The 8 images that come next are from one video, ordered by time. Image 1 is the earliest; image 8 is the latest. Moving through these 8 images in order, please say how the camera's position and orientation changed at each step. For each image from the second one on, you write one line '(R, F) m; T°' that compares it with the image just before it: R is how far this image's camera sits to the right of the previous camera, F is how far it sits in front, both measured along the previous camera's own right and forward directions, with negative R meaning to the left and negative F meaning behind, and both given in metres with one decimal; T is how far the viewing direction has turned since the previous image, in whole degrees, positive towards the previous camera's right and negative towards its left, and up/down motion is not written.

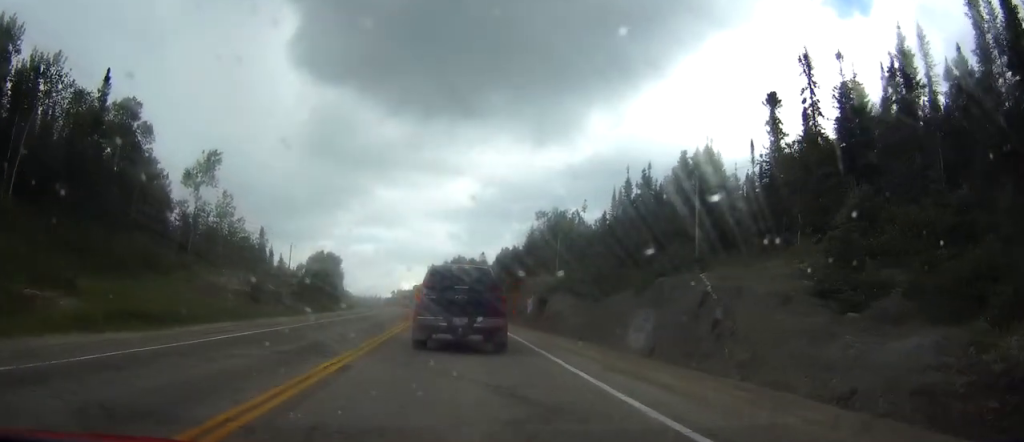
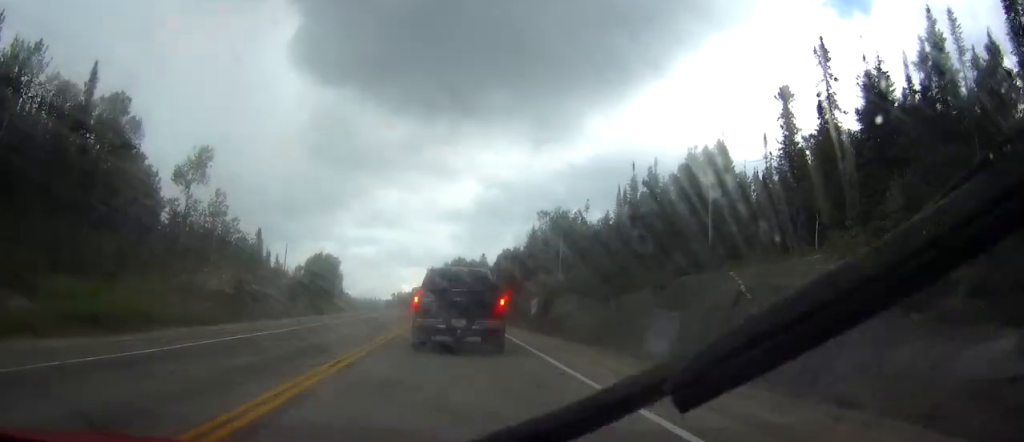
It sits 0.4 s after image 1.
(0.0, +2.8) m; 0°
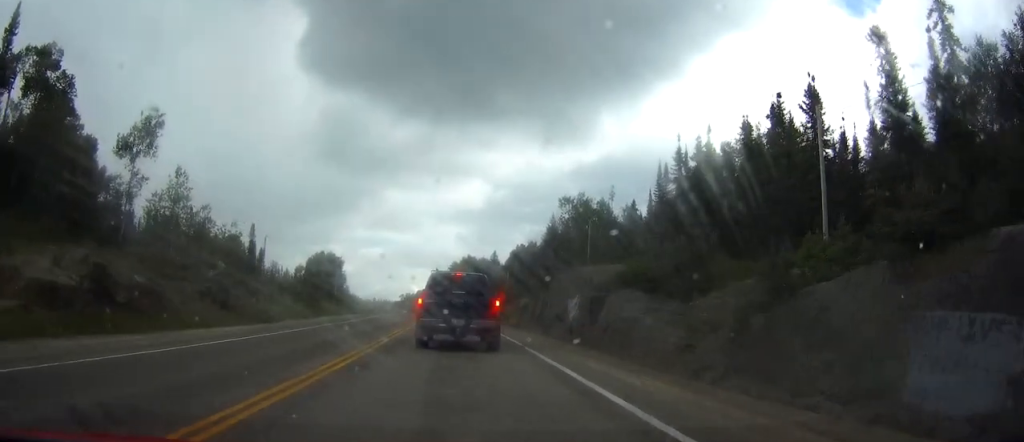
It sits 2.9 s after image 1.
(0.0, +16.1) m; -2°
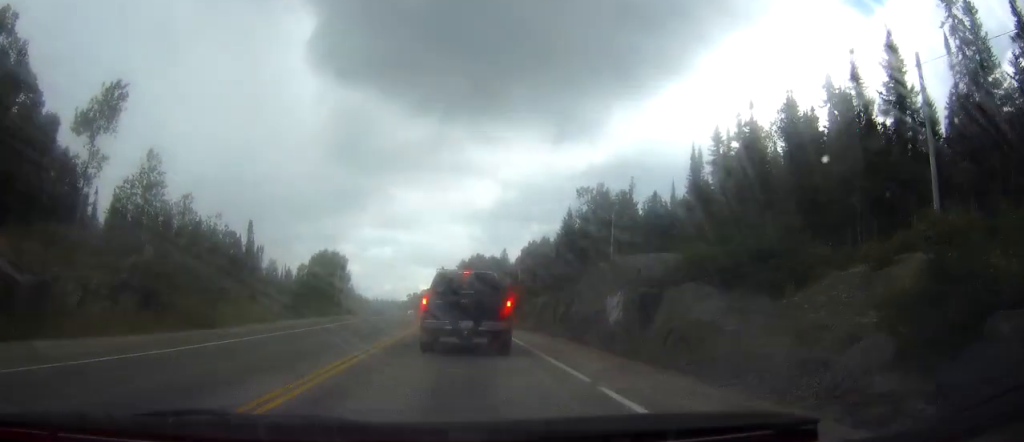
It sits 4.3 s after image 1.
(-0.3, +8.8) m; -1°
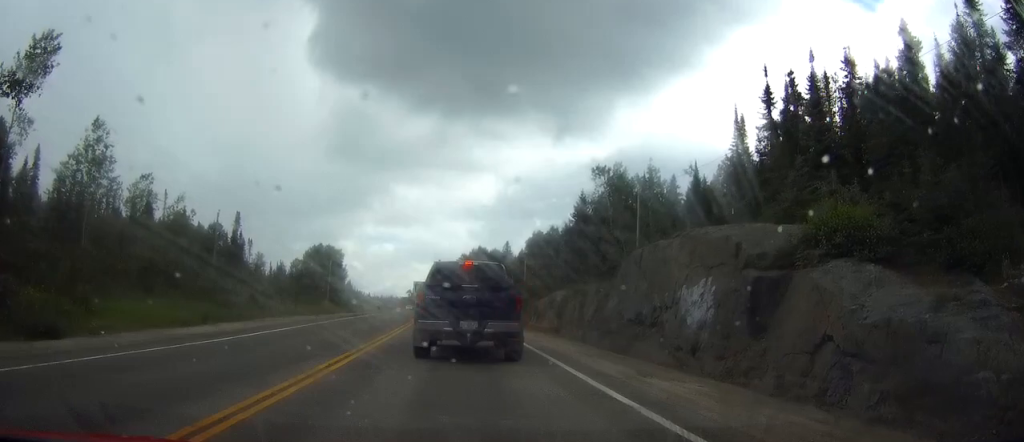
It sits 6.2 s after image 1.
(+0.4, +10.8) m; +1°
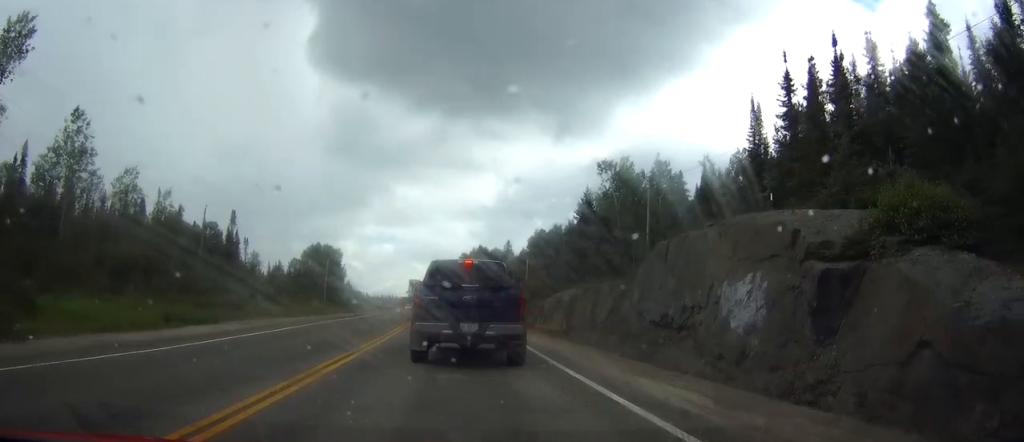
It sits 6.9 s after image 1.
(-0.1, +3.5) m; -2°
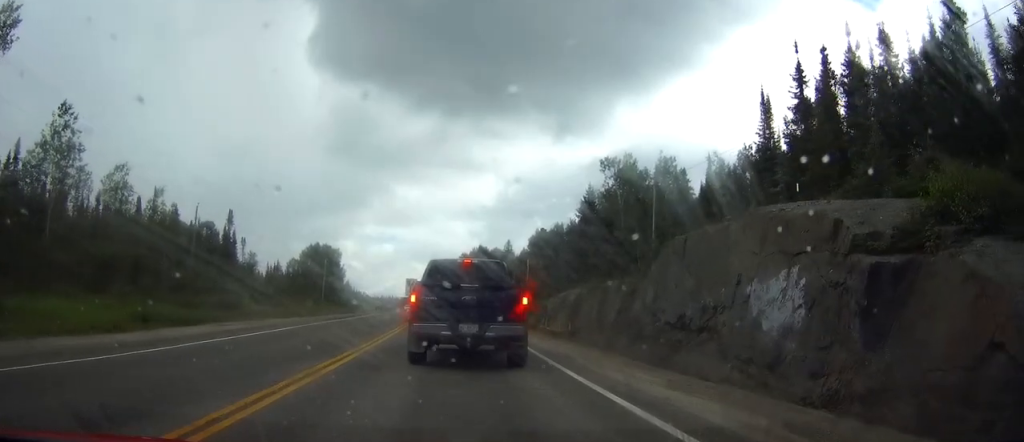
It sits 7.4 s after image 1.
(-0.1, +2.0) m; -1°
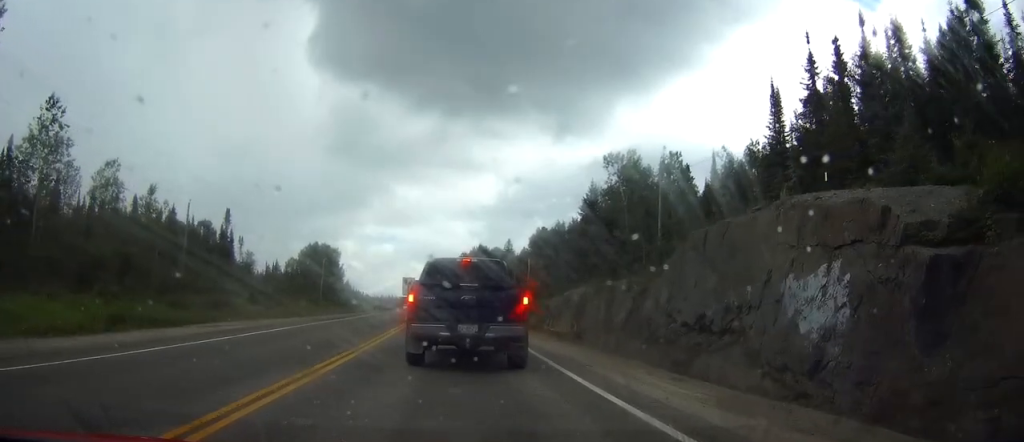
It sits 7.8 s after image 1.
(0.0, +1.9) m; 0°
